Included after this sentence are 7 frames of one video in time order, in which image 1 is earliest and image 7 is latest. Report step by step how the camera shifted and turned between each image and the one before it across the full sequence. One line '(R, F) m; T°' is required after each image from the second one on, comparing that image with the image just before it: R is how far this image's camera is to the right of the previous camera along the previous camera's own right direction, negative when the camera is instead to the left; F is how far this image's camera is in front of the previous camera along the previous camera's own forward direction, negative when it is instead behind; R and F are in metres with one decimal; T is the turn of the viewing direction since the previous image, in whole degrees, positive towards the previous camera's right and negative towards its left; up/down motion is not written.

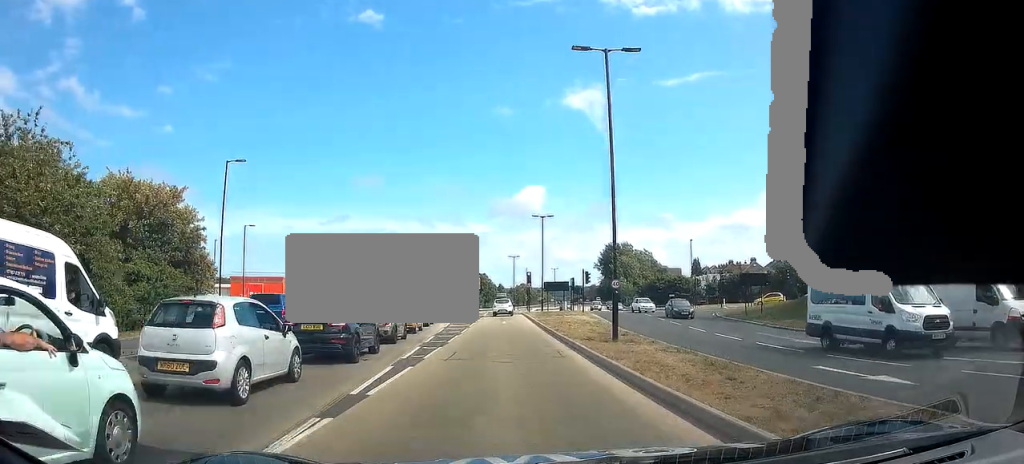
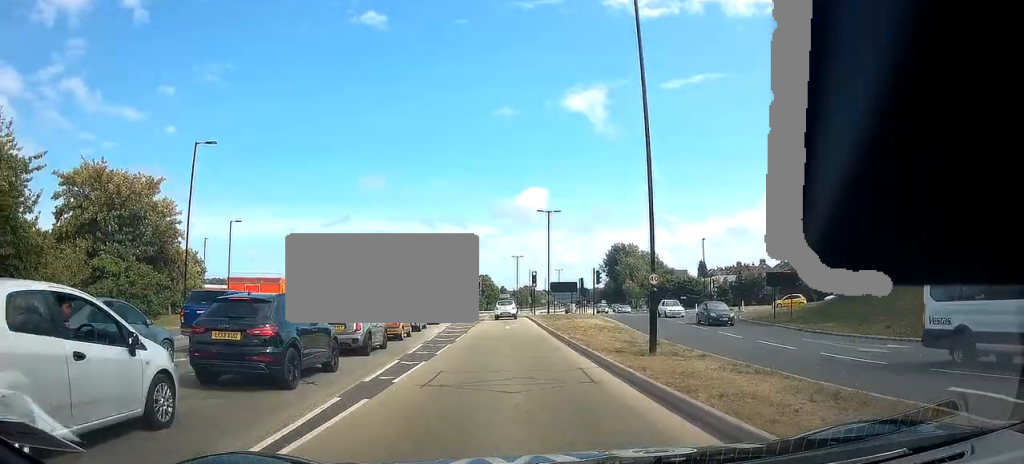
(+0.1, +4.6) m; -1°
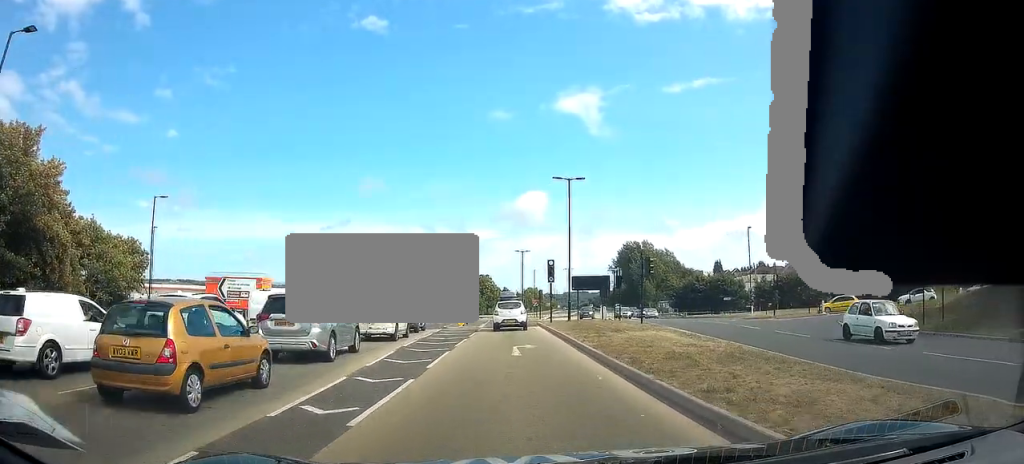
(0.0, +17.0) m; +2°
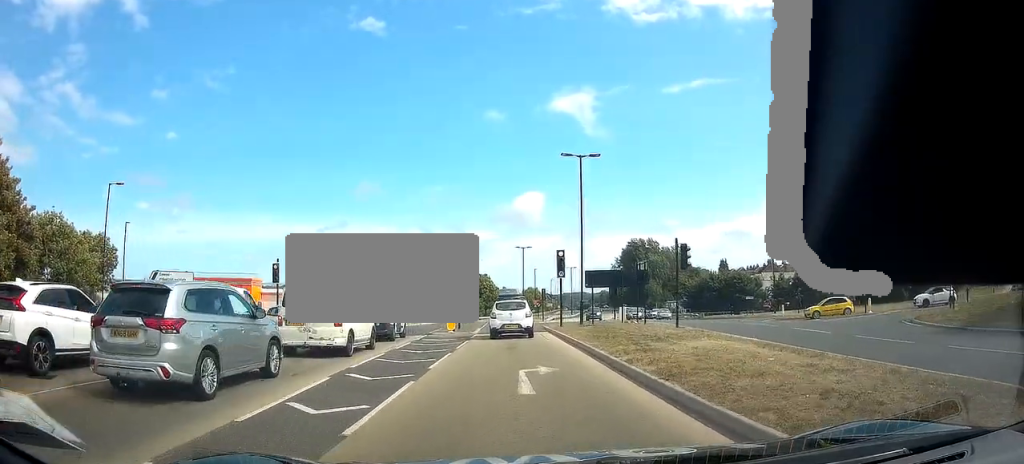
(+0.2, +7.6) m; -1°
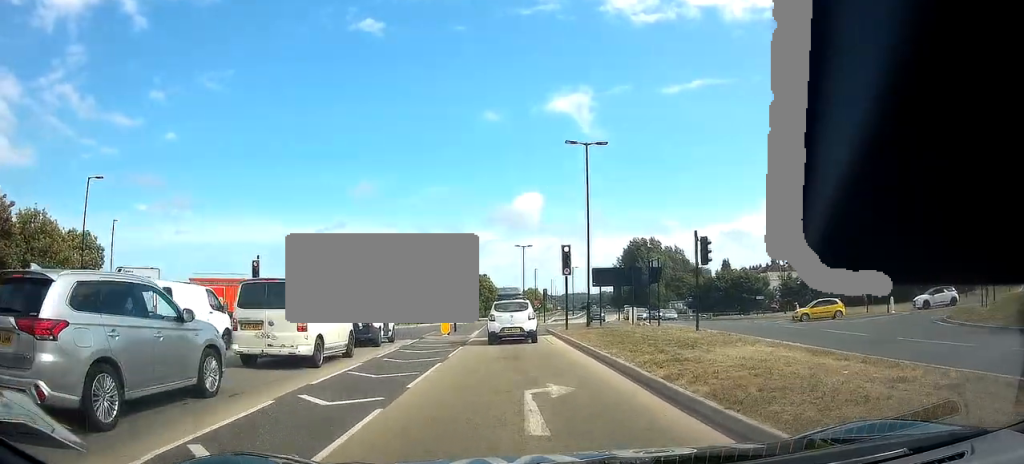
(0.0, +3.3) m; -1°
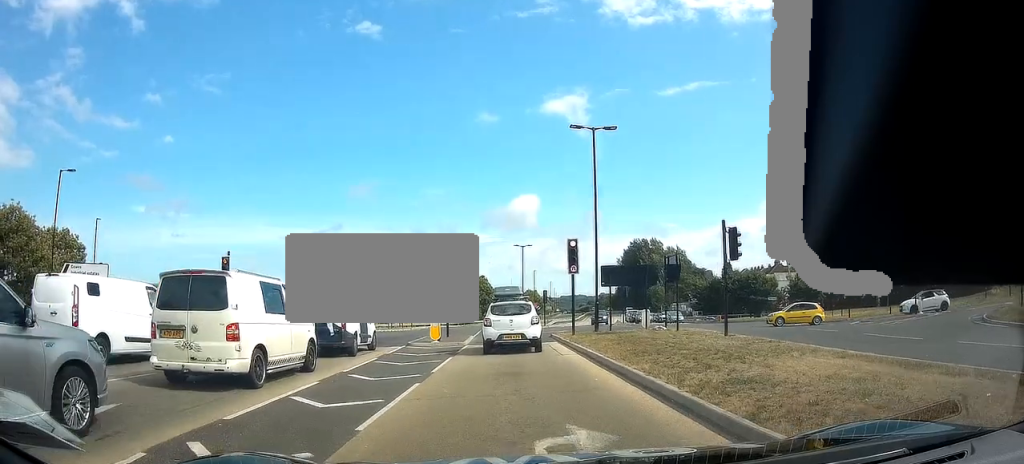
(-0.2, +4.0) m; -2°
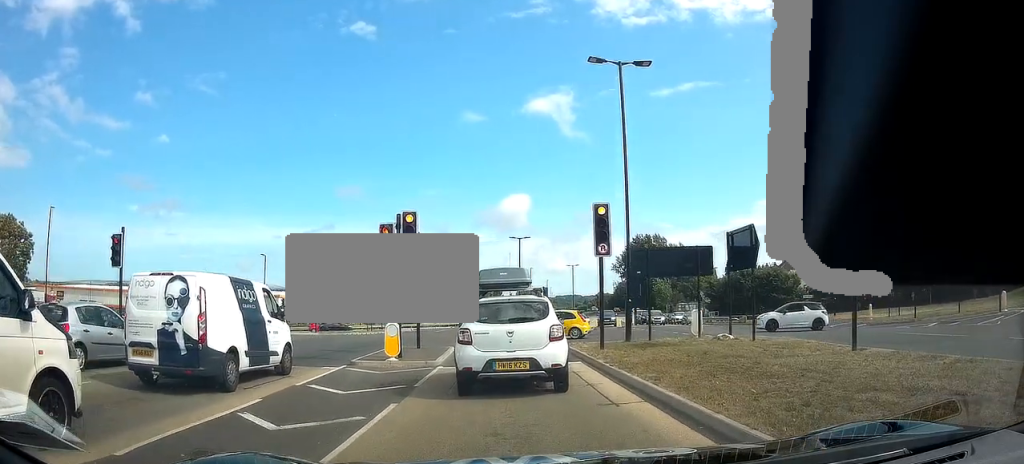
(+0.5, +11.1) m; +3°
